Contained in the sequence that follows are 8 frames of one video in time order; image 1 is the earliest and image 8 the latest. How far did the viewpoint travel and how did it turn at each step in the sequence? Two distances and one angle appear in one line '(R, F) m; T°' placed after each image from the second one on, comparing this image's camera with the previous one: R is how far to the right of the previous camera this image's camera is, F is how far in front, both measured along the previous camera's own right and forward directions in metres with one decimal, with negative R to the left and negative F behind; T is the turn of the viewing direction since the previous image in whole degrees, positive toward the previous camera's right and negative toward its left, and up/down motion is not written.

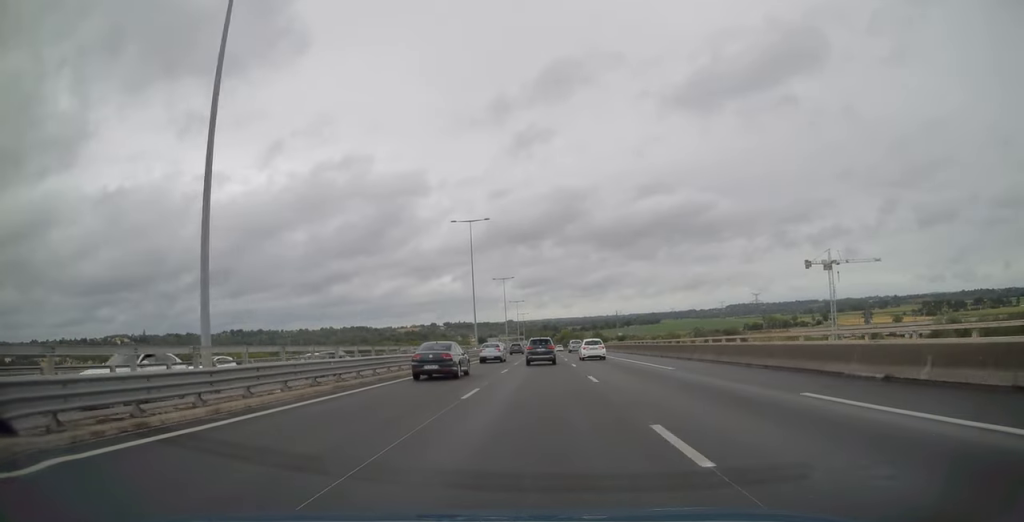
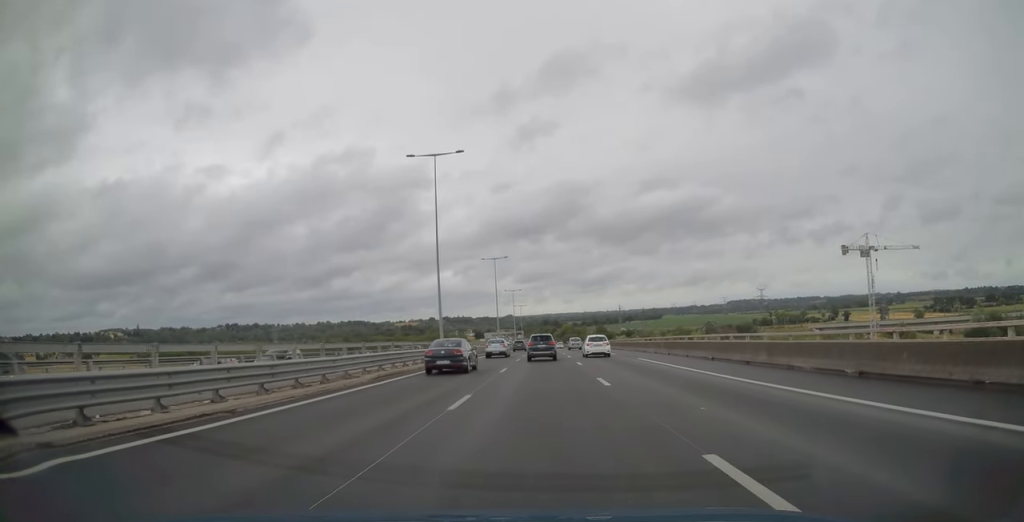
(0.0, +28.3) m; -1°
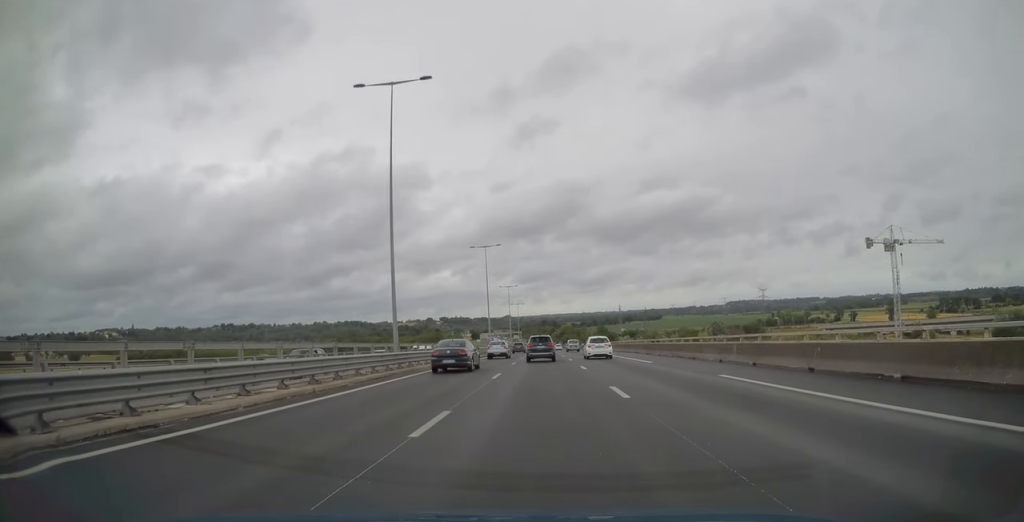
(-0.2, +16.8) m; -1°
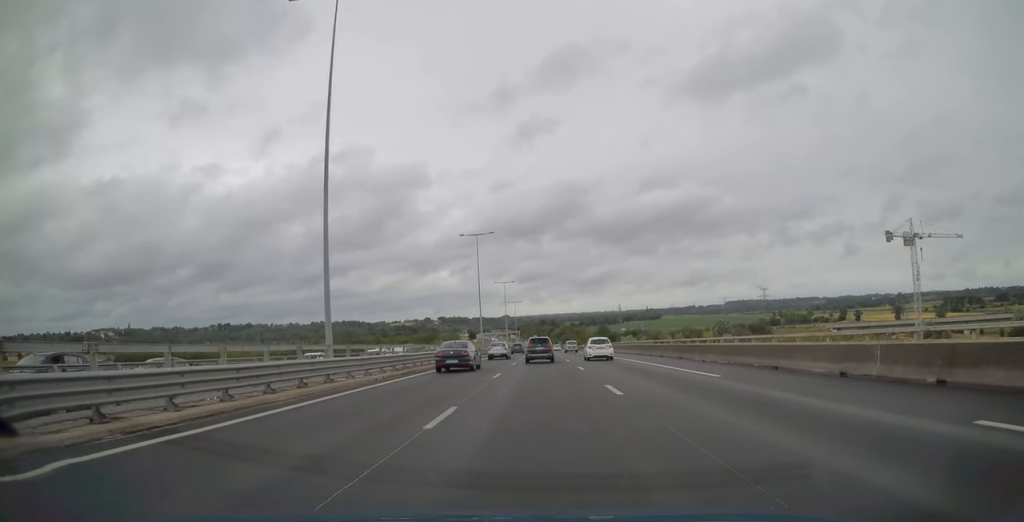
(0.0, +12.1) m; 0°
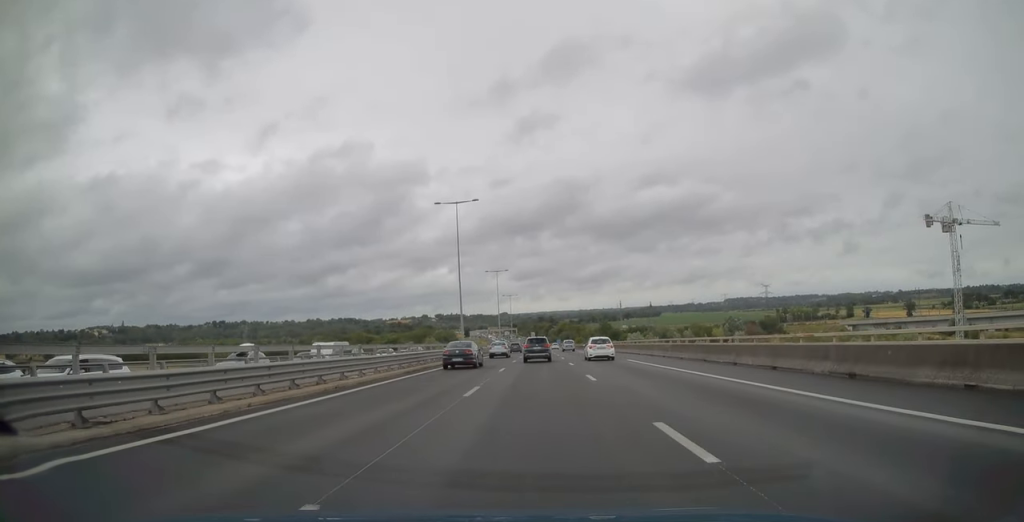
(0.0, +20.7) m; 0°
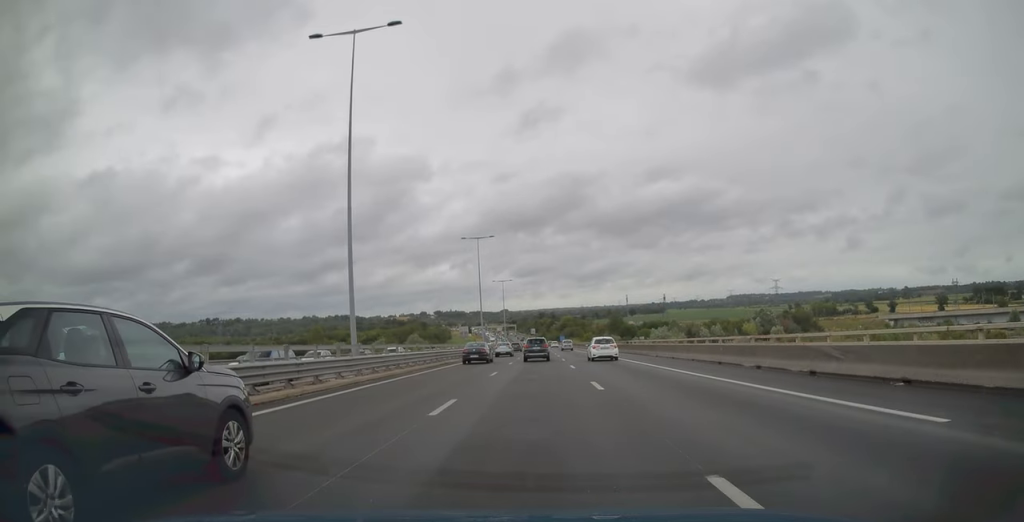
(+0.6, +42.5) m; +1°
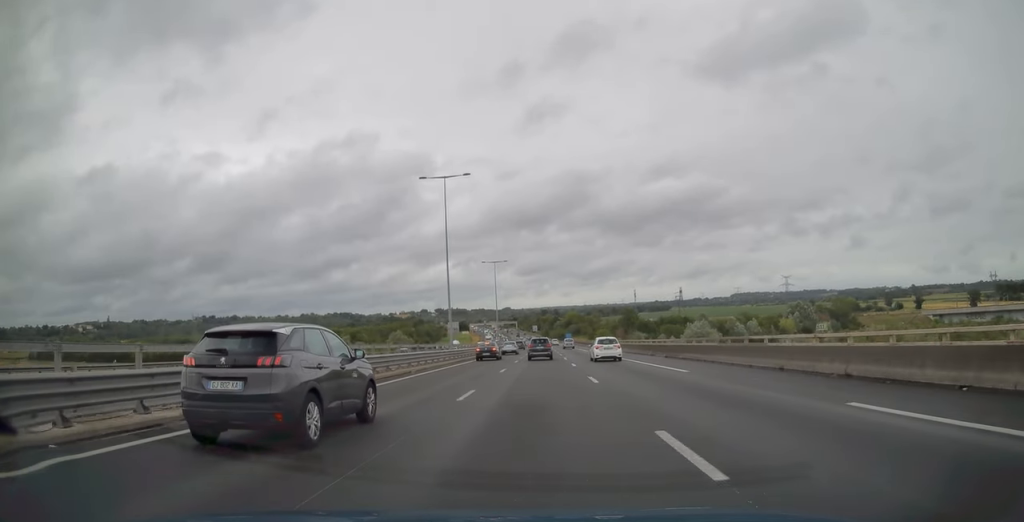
(-0.3, +35.5) m; 0°
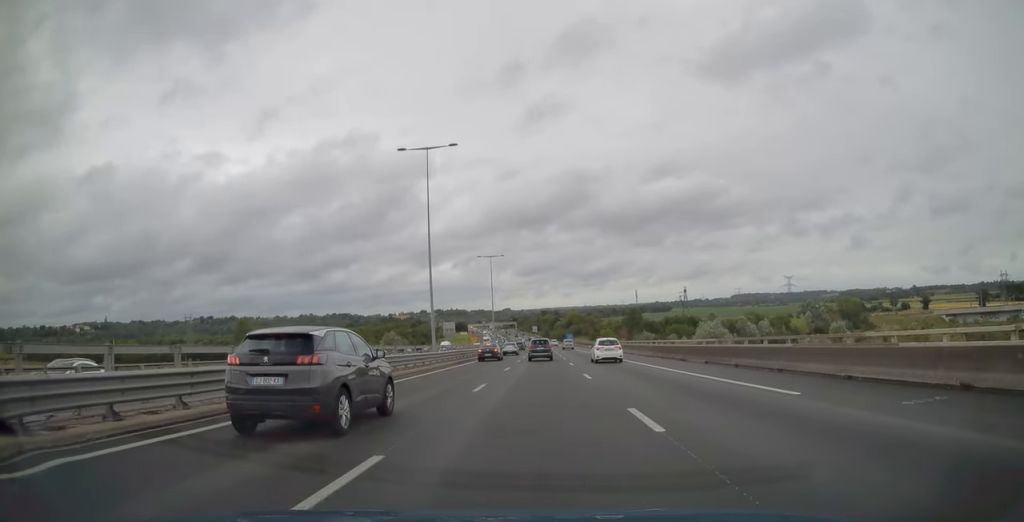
(0.0, +9.6) m; 0°
